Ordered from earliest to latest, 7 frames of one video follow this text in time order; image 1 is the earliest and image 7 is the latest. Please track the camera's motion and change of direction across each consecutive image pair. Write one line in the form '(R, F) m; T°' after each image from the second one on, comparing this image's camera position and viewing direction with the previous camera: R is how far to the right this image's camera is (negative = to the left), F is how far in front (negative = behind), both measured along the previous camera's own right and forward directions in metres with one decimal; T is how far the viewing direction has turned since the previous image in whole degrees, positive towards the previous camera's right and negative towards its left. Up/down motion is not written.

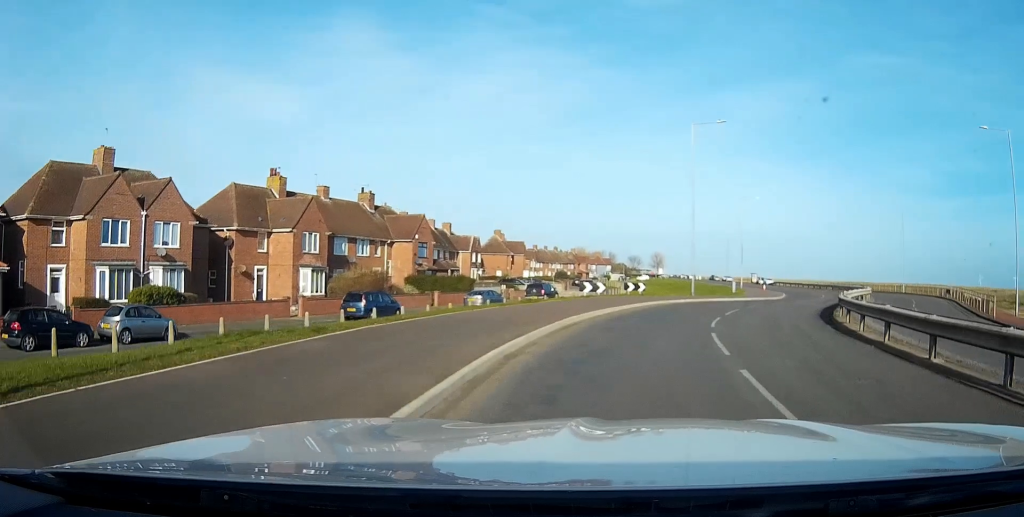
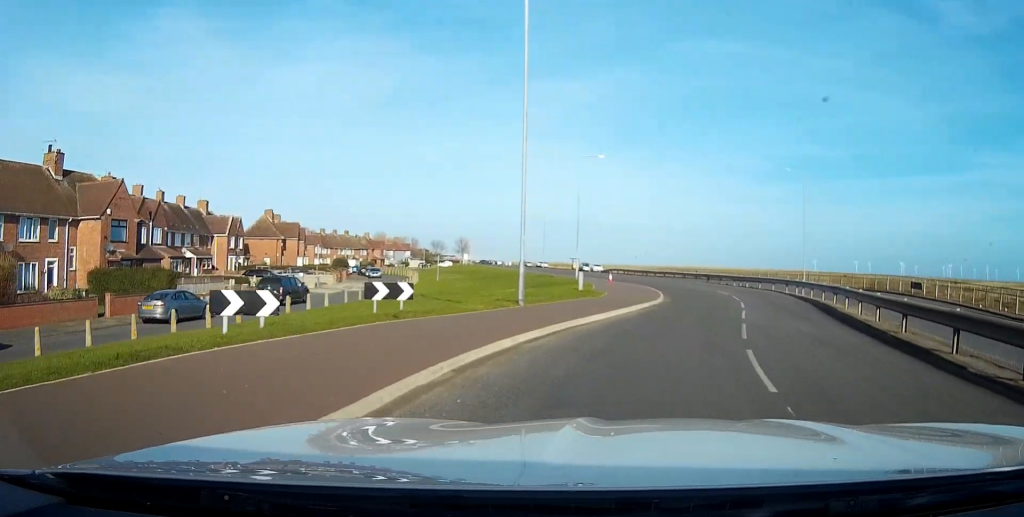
(+1.4, +22.2) m; +12°
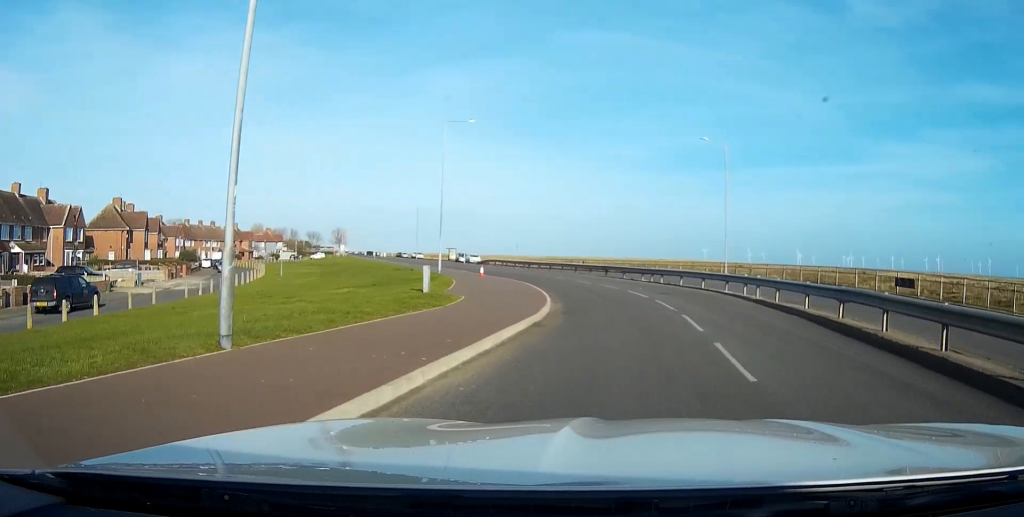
(+1.0, +11.7) m; +9°
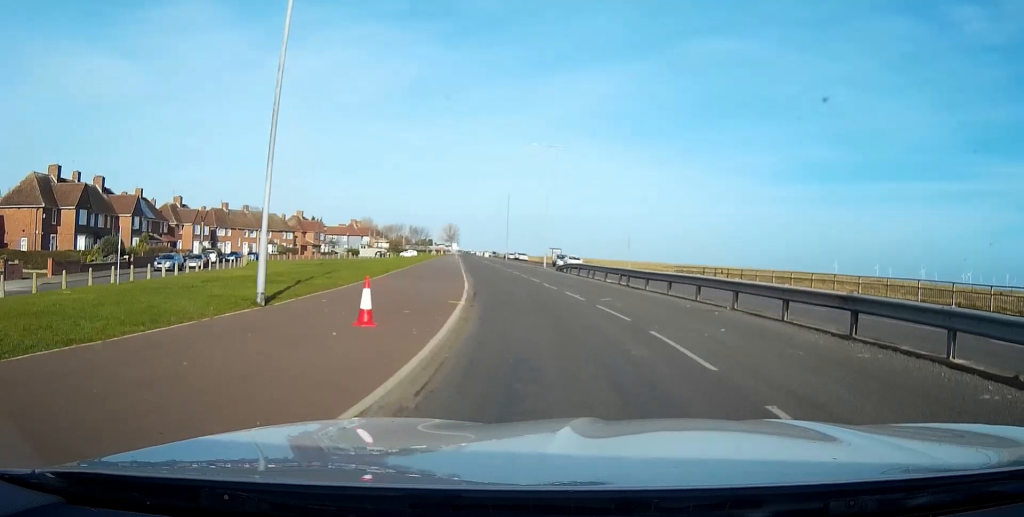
(+1.1, +35.3) m; -6°
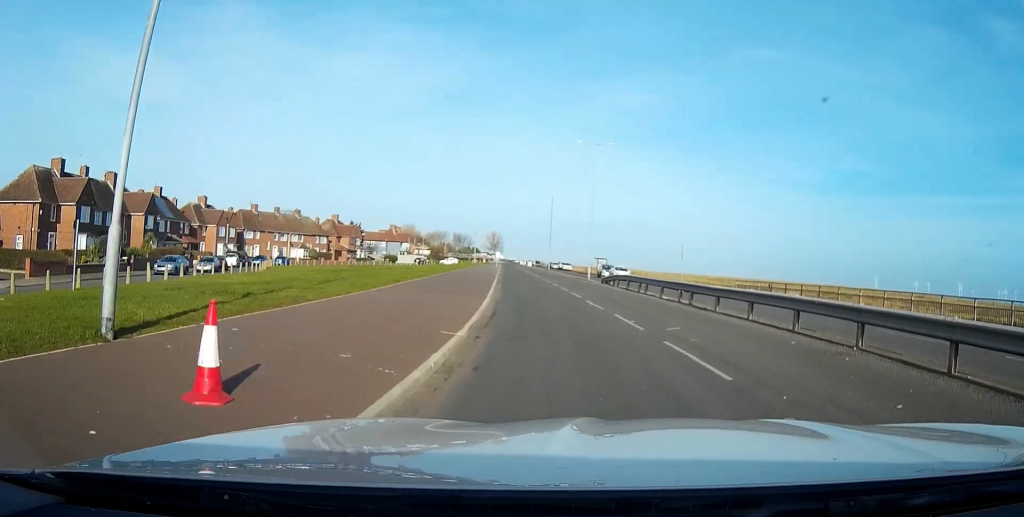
(-0.2, +6.1) m; -3°
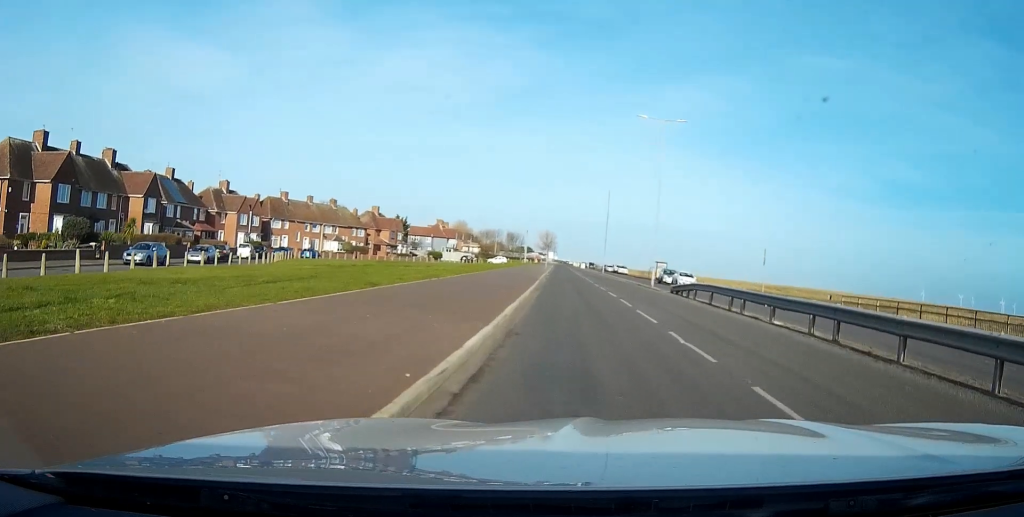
(-0.4, +10.1) m; -5°
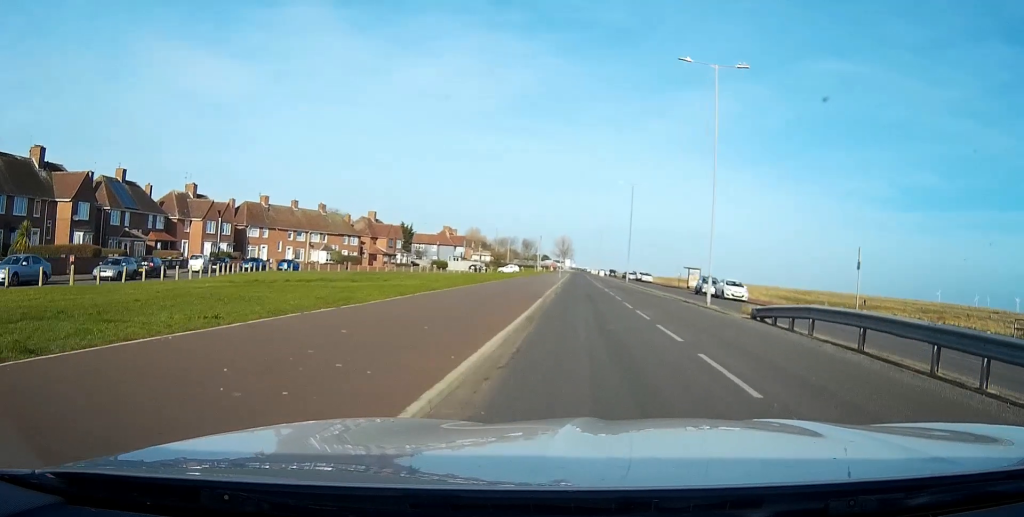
(-0.5, +13.6) m; -3°
